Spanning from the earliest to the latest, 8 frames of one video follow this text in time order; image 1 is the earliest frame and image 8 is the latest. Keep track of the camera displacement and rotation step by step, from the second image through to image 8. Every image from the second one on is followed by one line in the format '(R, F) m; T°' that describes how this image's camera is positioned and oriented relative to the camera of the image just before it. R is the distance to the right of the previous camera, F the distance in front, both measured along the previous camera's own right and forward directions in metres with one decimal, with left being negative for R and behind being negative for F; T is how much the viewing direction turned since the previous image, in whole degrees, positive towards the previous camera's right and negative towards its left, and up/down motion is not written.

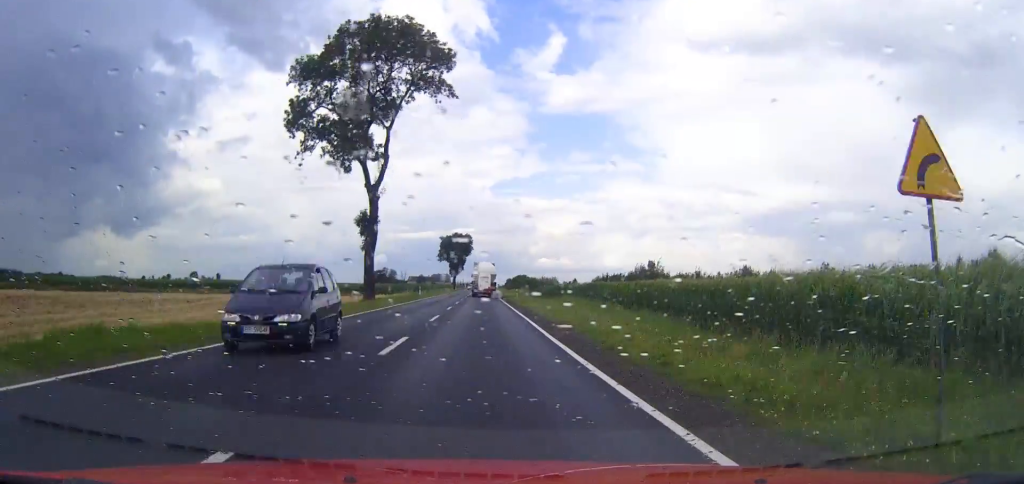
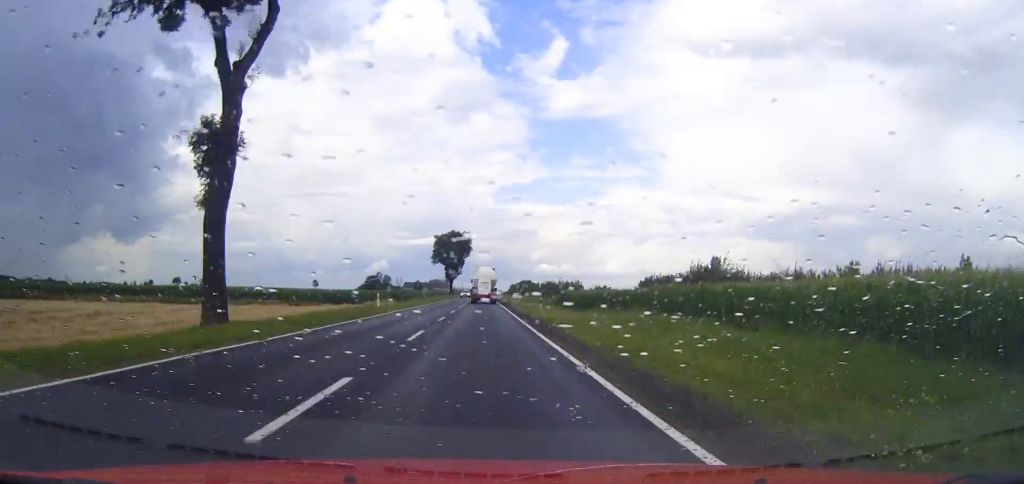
(0.0, +30.9) m; 0°
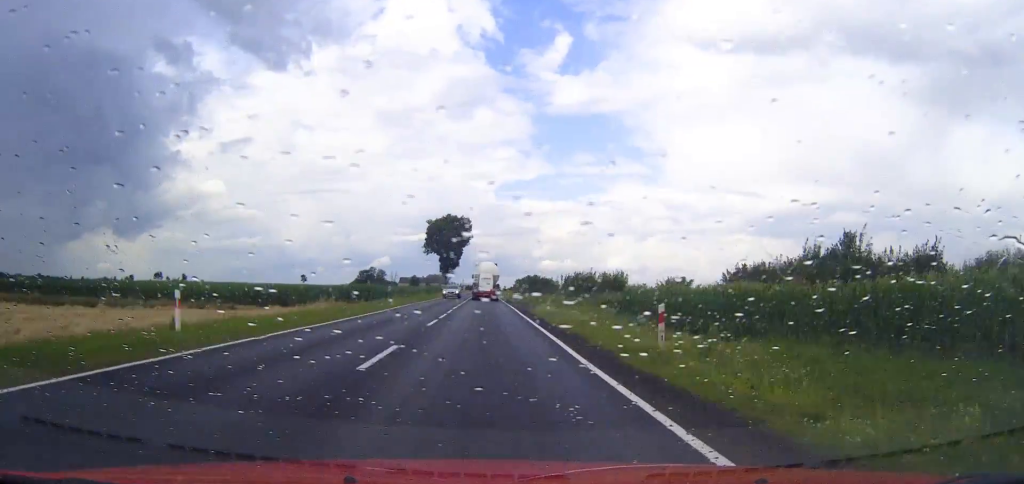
(0.0, +30.8) m; 0°
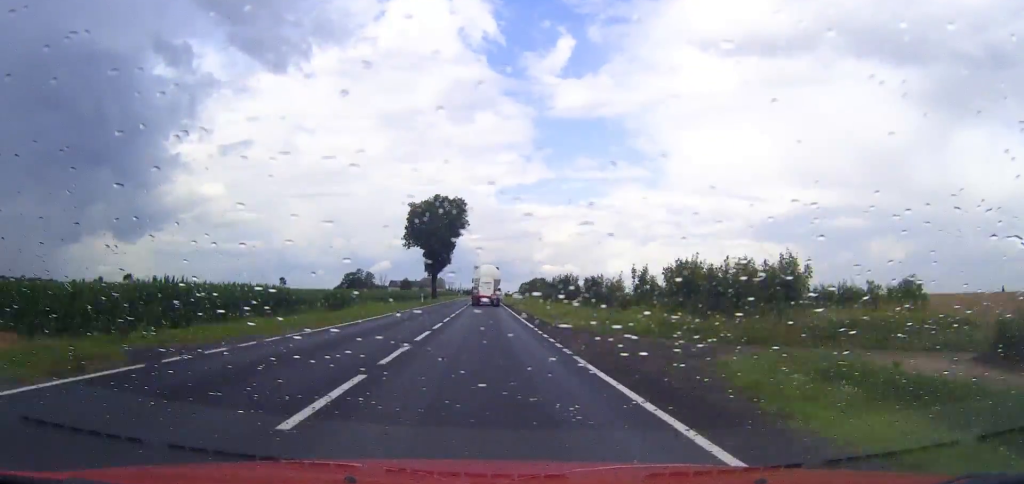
(-0.1, +40.3) m; 0°
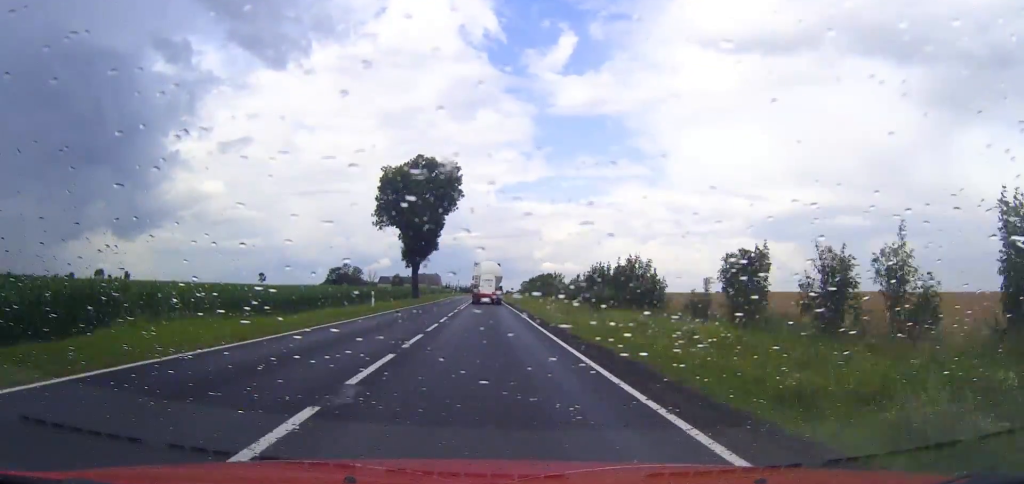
(-0.1, +33.1) m; 0°
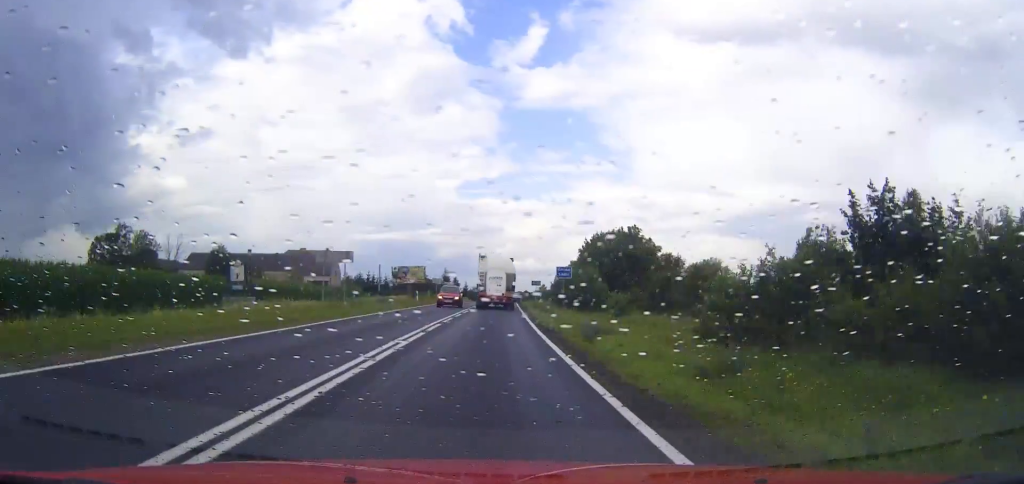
(+4.7, +179.7) m; +4°
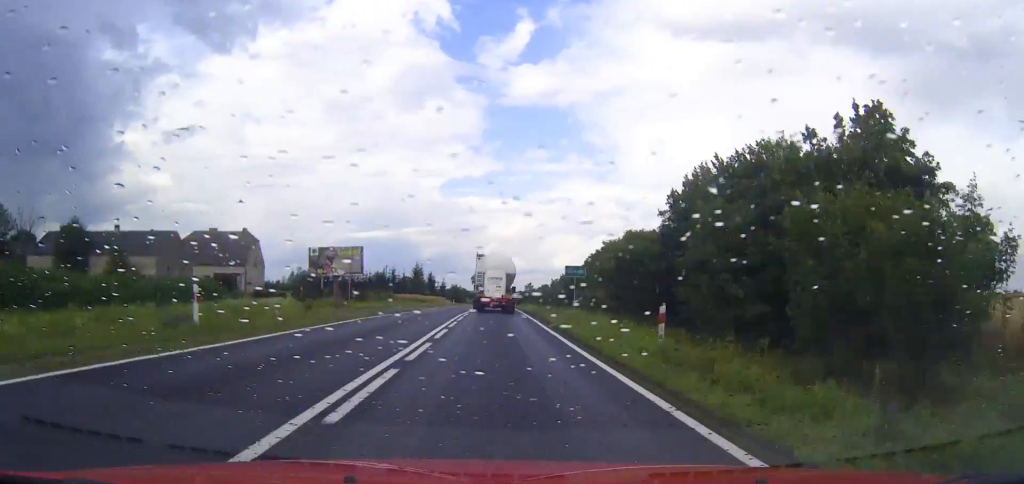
(+0.5, +45.4) m; +1°
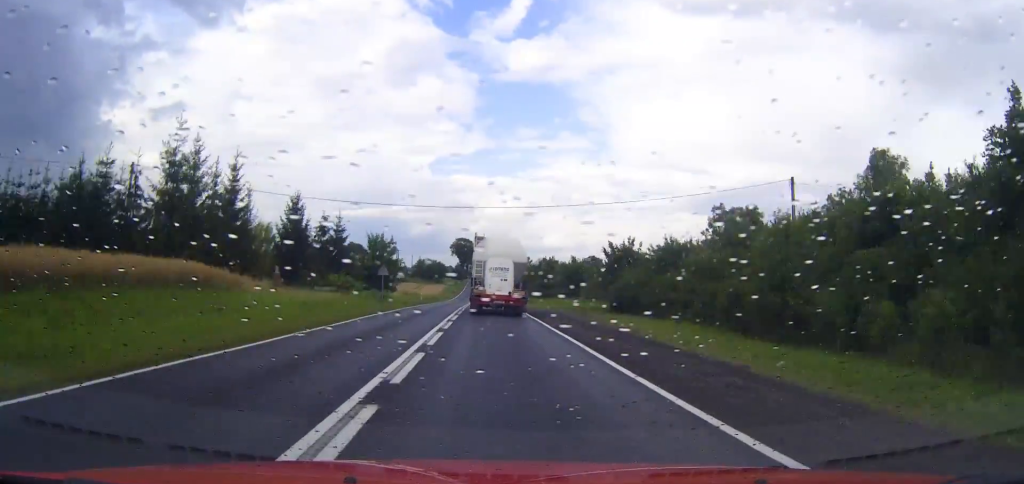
(+1.3, +137.3) m; +1°
